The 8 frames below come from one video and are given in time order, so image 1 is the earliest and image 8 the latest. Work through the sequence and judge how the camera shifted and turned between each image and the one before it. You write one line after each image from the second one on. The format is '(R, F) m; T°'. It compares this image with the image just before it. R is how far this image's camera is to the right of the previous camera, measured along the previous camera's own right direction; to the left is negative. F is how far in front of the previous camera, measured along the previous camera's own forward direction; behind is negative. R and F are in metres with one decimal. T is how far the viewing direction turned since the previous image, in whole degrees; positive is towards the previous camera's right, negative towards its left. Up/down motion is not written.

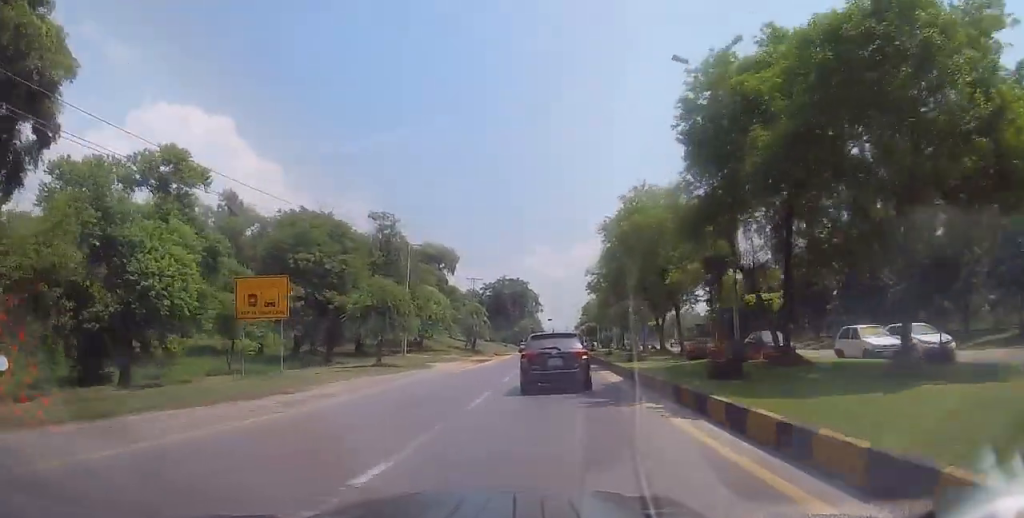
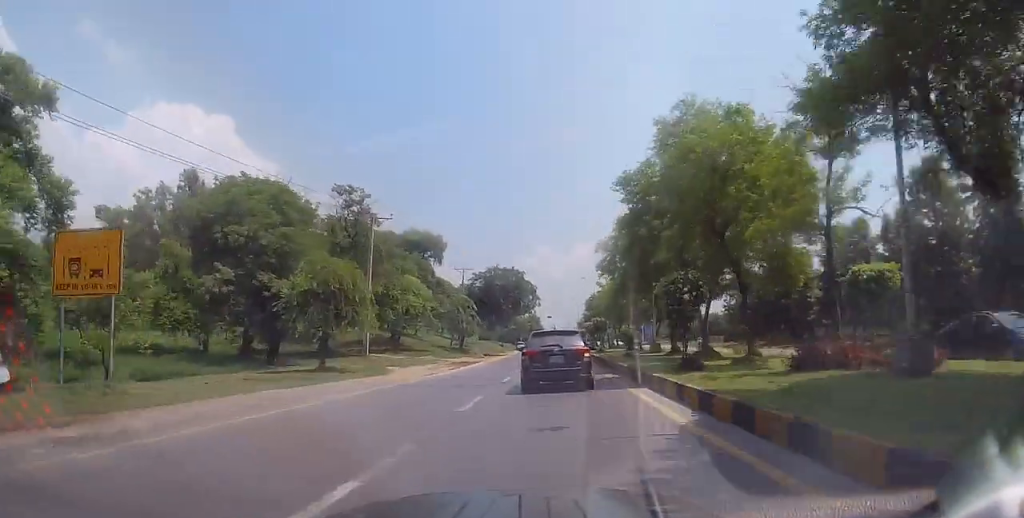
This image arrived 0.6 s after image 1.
(-0.1, +10.1) m; 0°
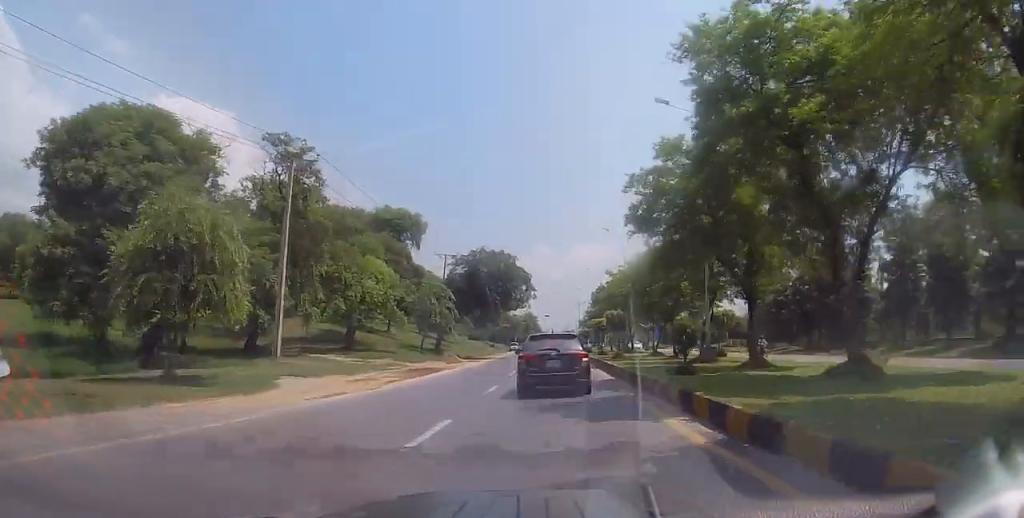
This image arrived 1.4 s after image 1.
(-0.1, +12.8) m; +1°
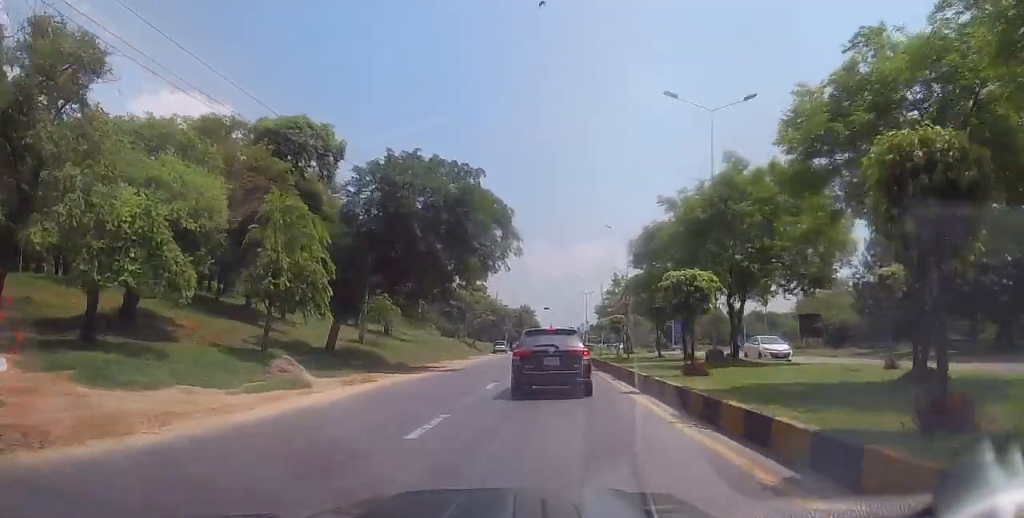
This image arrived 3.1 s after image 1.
(0.0, +27.1) m; 0°
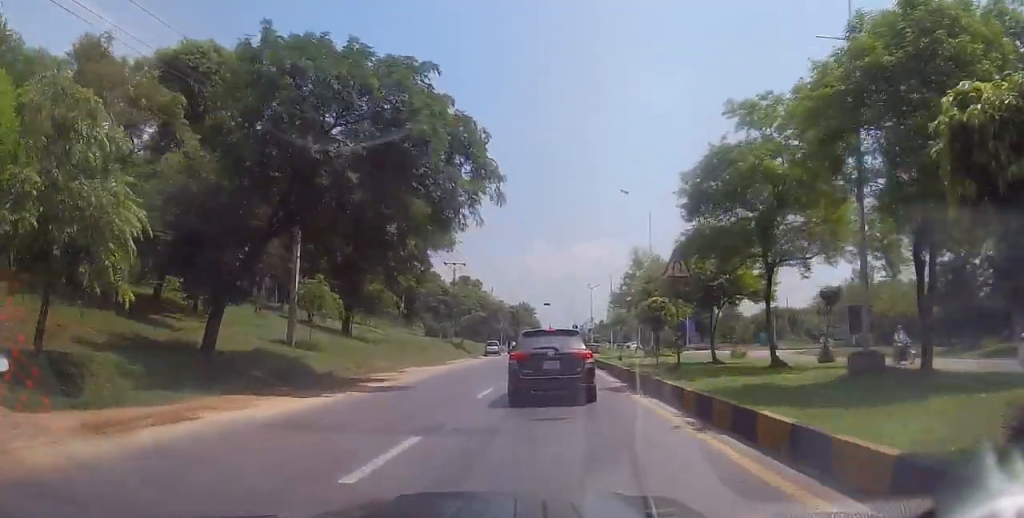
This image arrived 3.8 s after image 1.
(+0.3, +10.9) m; 0°
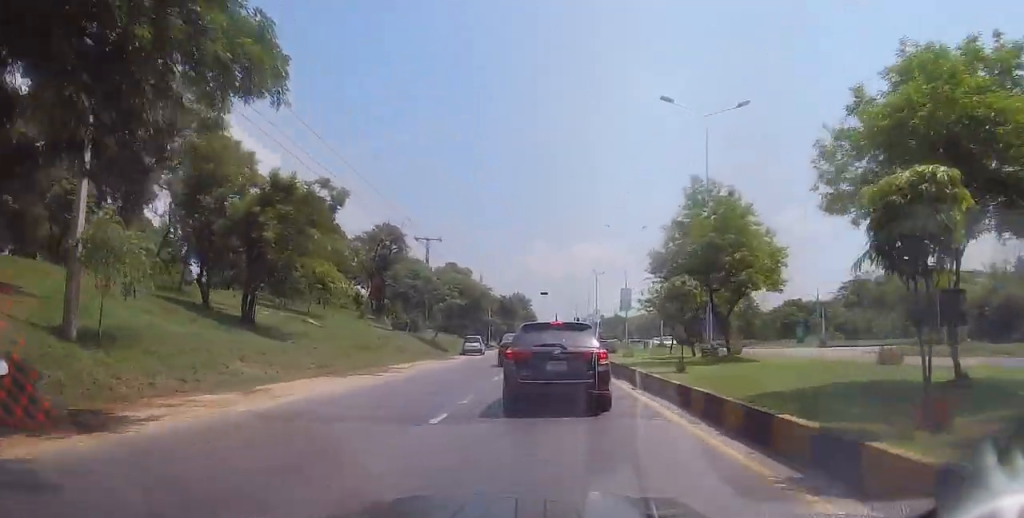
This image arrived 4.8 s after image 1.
(0.0, +13.8) m; -1°
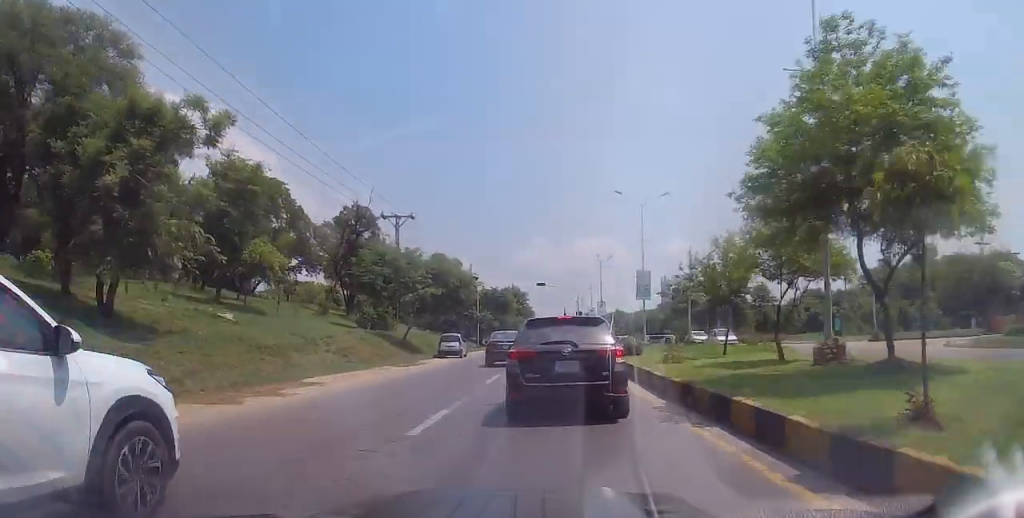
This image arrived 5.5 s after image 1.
(-0.2, +10.0) m; -1°
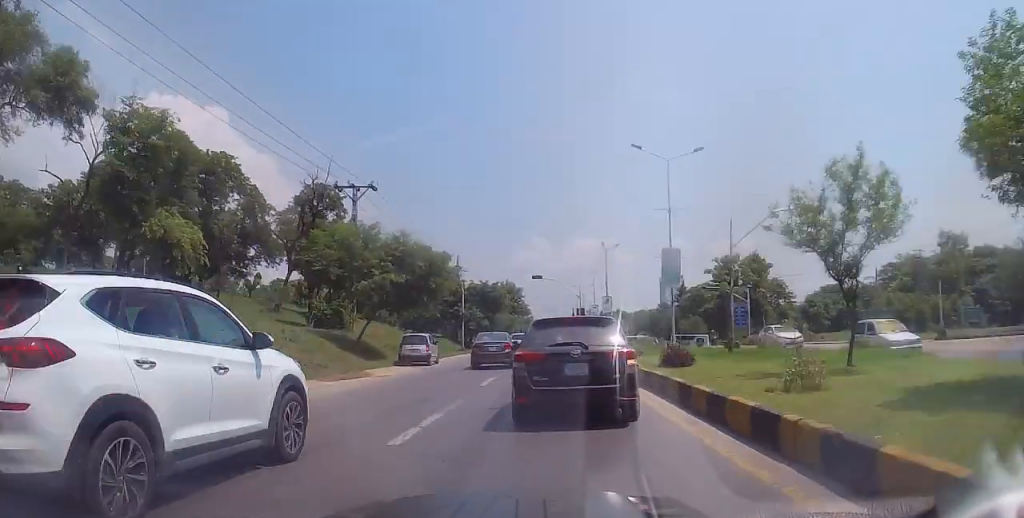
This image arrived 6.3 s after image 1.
(0.0, +9.6) m; 0°
